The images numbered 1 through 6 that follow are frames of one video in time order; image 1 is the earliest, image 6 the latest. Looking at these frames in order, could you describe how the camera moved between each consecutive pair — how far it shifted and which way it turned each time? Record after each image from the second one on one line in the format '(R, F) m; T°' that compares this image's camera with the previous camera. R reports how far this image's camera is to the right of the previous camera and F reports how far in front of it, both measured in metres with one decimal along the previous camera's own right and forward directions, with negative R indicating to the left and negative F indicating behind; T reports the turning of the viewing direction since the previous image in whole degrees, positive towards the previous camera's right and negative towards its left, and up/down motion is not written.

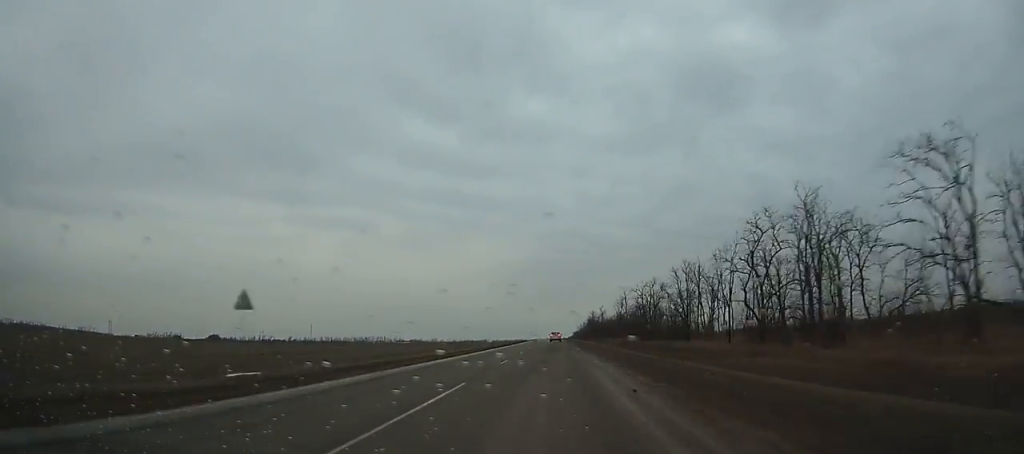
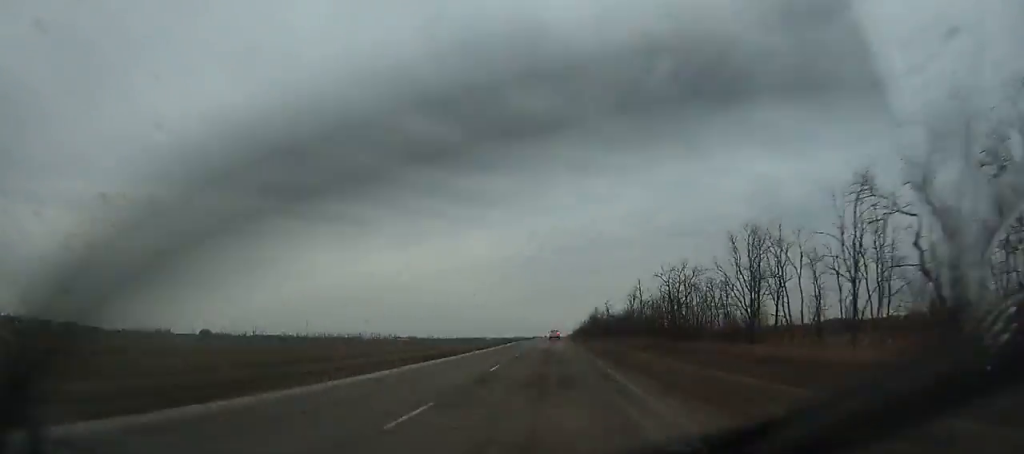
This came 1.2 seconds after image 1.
(0.0, +28.3) m; 0°
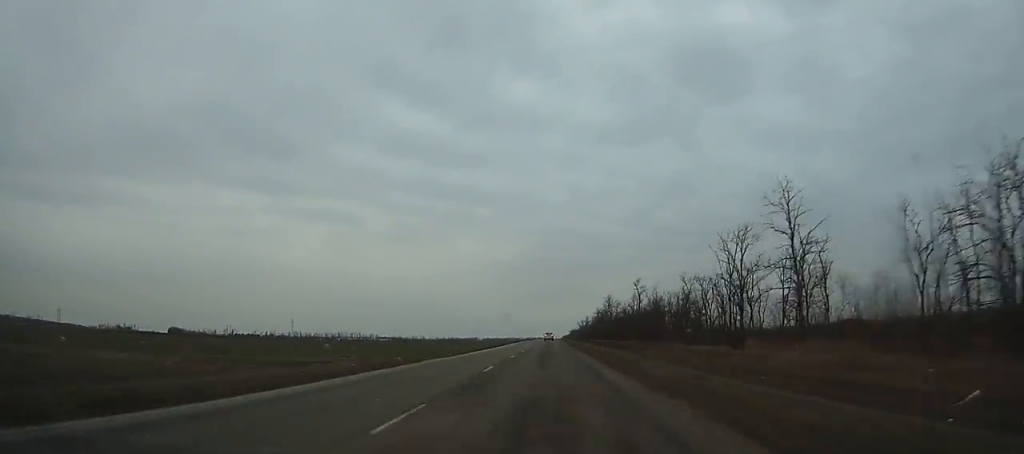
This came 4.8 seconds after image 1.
(-0.1, +84.3) m; 0°
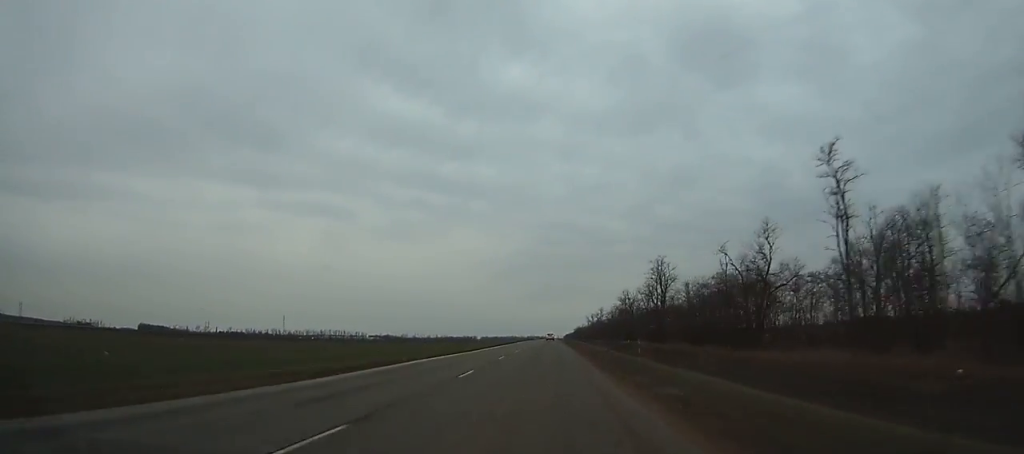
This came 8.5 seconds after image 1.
(+0.1, +86.3) m; 0°
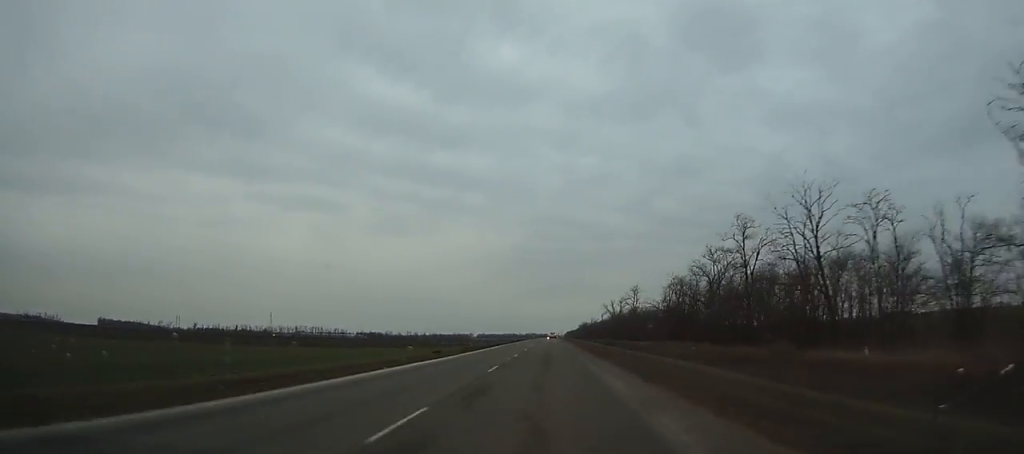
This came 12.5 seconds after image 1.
(0.0, +93.4) m; 0°
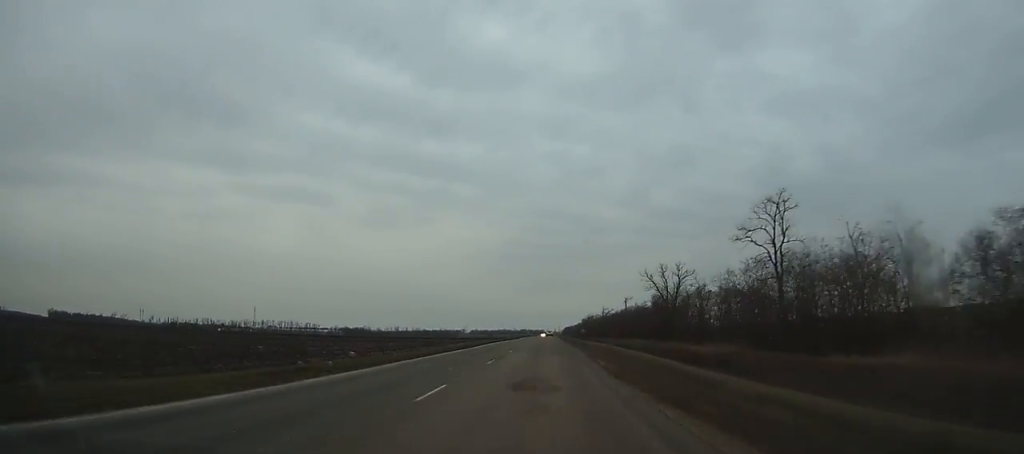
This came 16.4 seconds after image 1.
(+0.3, +92.0) m; 0°
